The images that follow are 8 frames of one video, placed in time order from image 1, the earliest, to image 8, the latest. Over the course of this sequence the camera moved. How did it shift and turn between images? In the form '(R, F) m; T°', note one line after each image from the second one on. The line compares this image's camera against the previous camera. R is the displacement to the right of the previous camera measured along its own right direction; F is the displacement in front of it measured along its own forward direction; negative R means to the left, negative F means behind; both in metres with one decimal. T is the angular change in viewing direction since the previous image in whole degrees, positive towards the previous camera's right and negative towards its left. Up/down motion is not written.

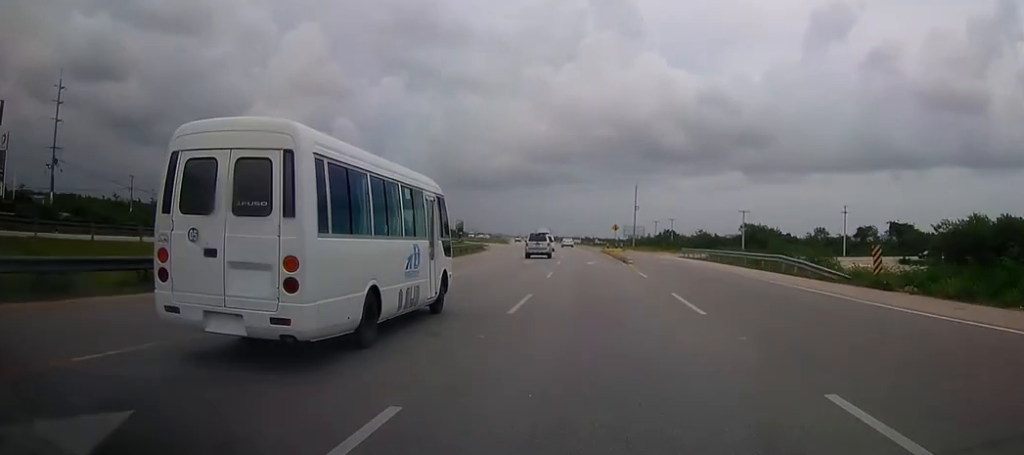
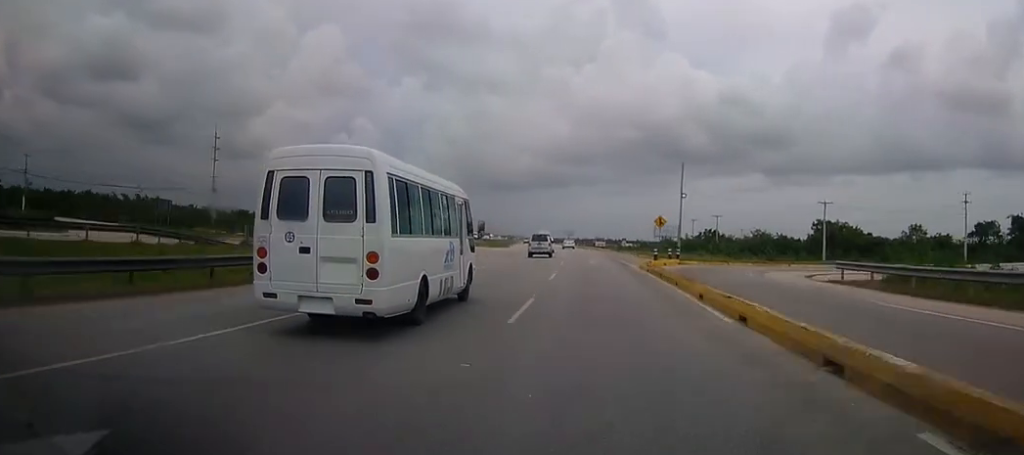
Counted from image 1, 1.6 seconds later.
(-0.7, +39.5) m; -2°
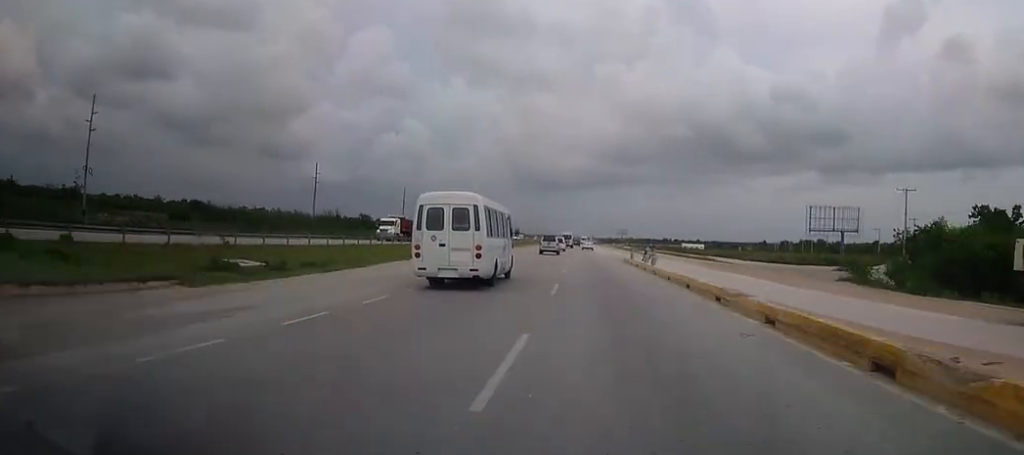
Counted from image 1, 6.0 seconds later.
(-4.1, +107.4) m; -4°
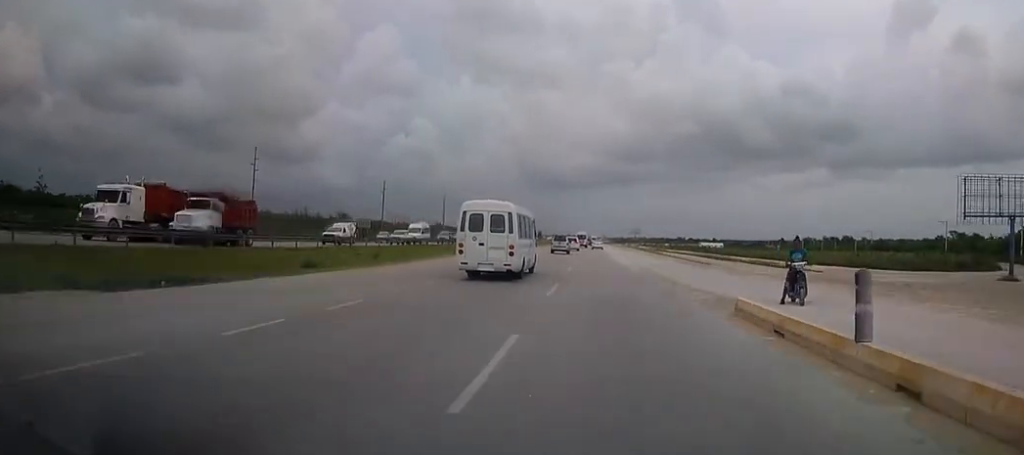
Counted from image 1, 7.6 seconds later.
(-0.5, +38.3) m; 0°
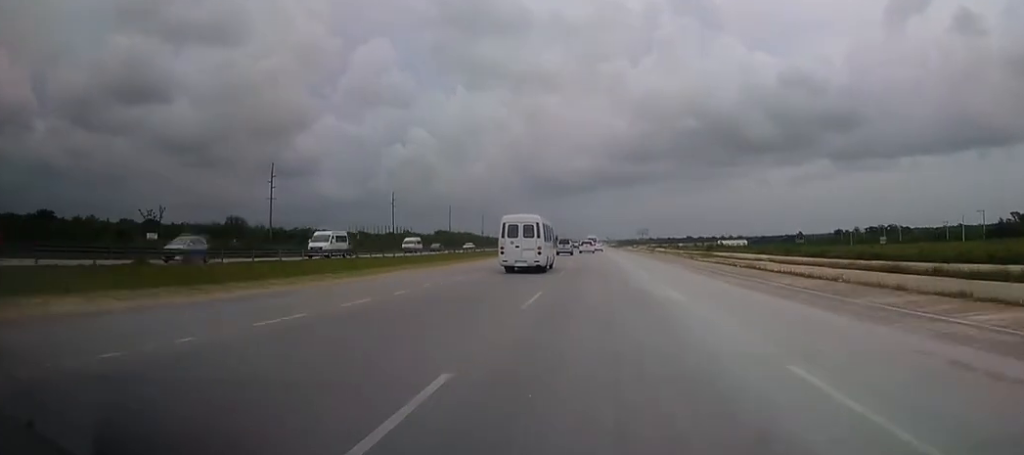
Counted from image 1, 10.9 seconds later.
(-0.3, +79.8) m; -1°
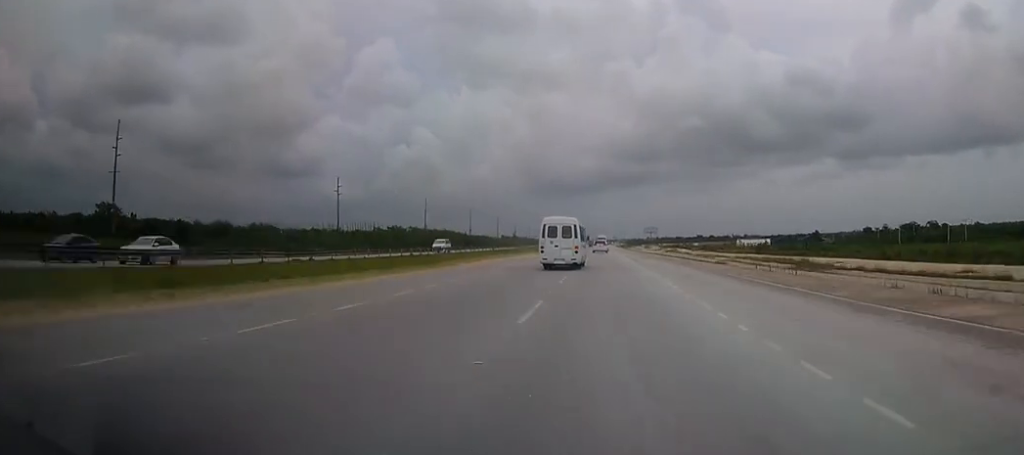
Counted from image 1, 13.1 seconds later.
(-0.5, +53.1) m; -1°
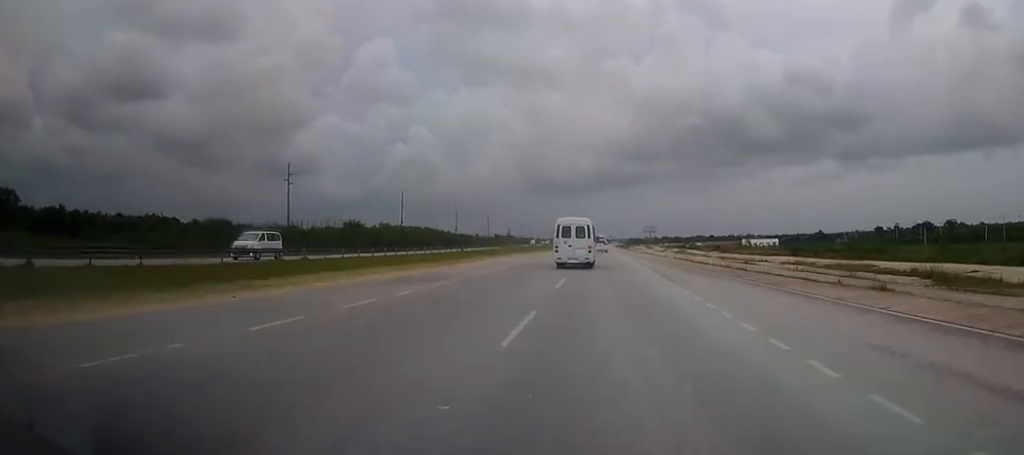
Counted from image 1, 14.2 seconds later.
(0.0, +27.0) m; 0°
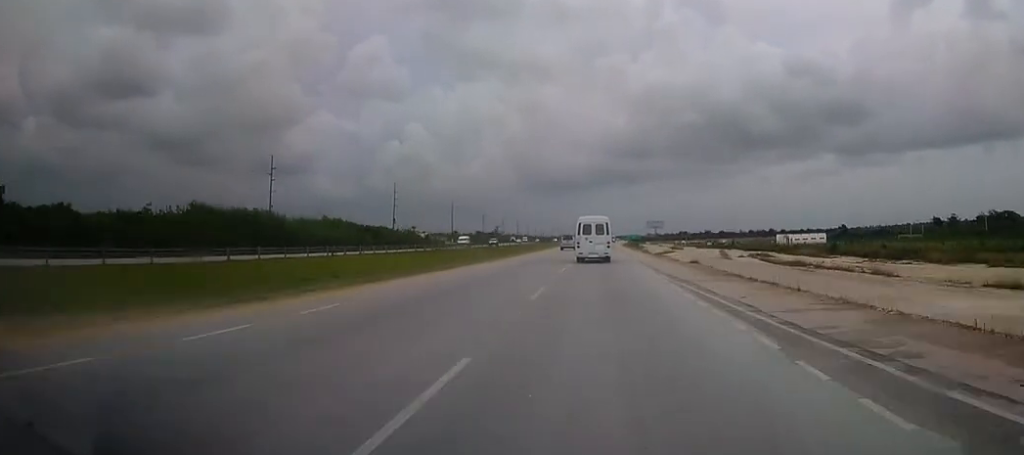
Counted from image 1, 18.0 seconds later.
(+0.6, +93.5) m; +1°
